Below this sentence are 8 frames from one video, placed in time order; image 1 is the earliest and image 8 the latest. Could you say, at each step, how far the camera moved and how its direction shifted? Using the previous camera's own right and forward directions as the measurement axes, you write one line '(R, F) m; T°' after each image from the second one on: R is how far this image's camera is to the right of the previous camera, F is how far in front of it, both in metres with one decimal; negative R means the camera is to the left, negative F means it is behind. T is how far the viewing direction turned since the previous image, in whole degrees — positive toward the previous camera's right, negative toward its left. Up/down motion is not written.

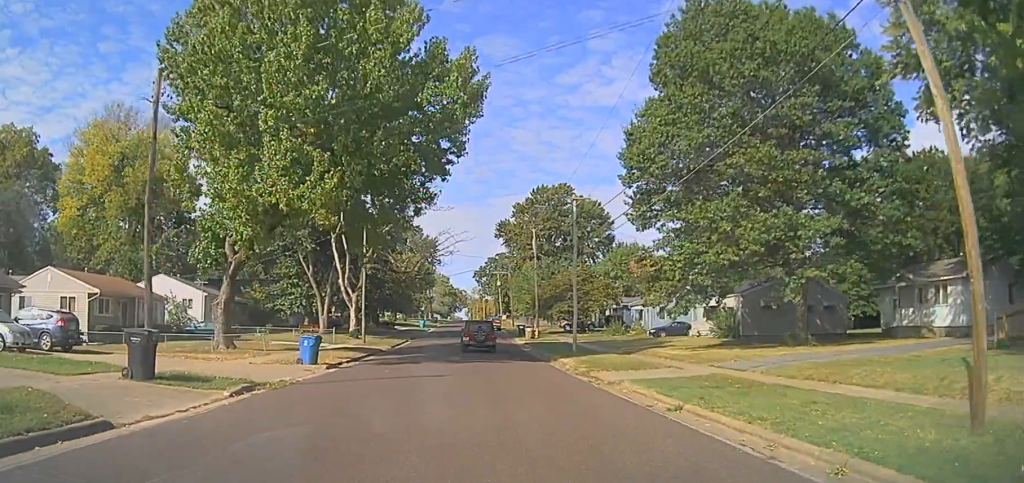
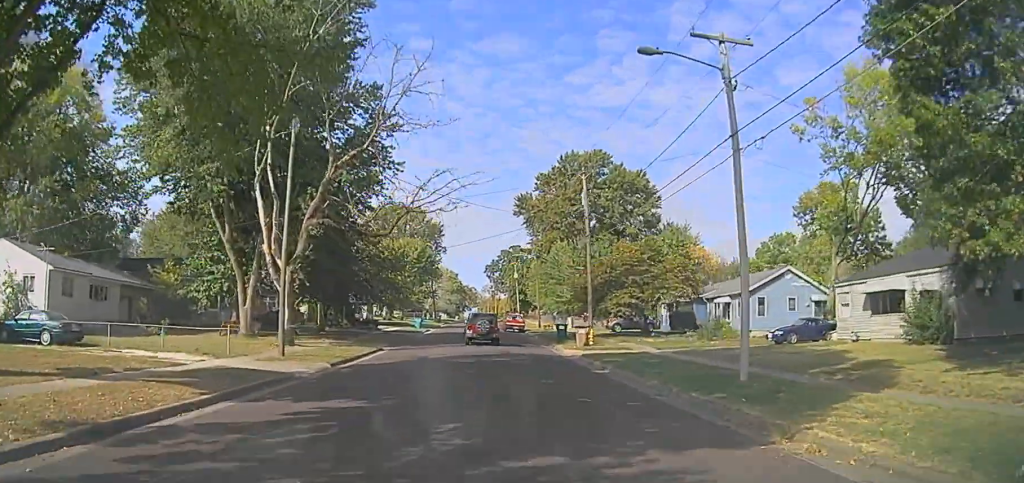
(-0.2, +21.8) m; 0°
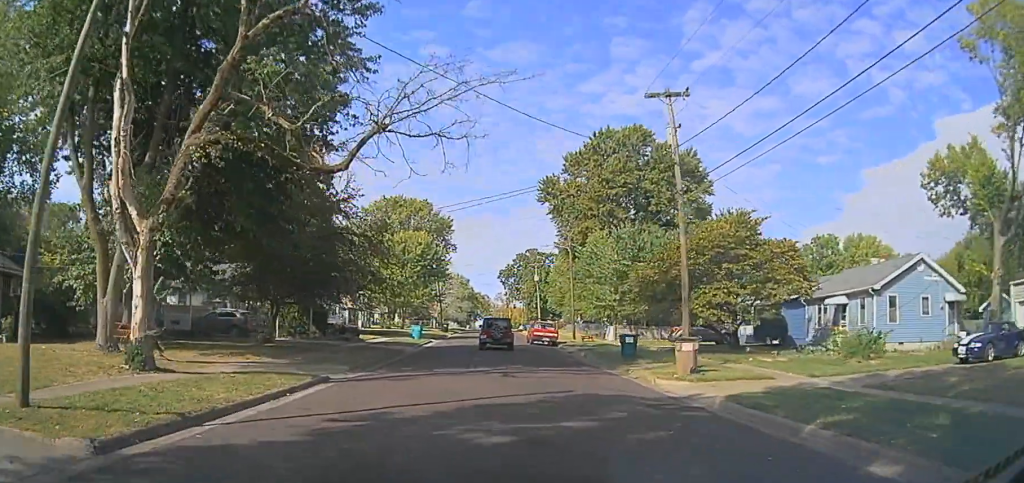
(-0.6, +15.9) m; -3°
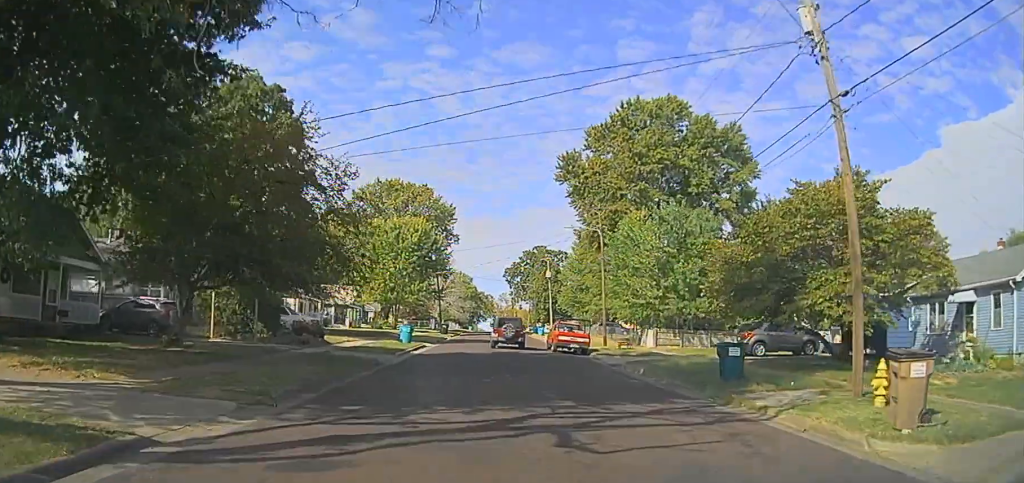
(0.0, +12.0) m; 0°
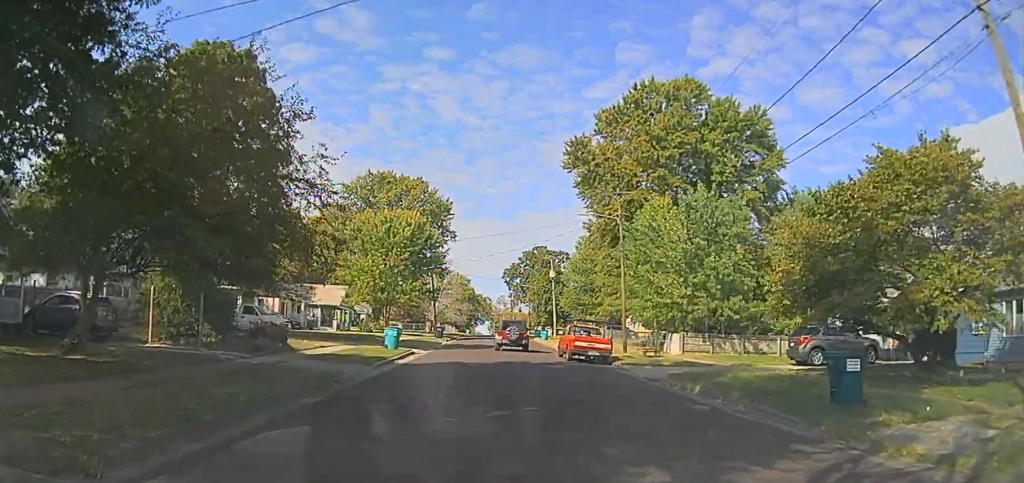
(0.0, +6.6) m; 0°
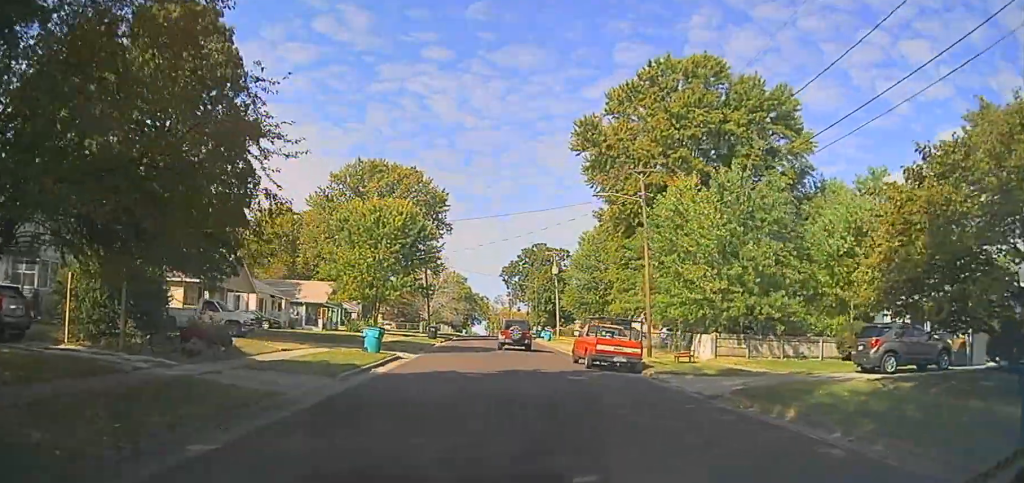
(0.0, +6.0) m; 0°
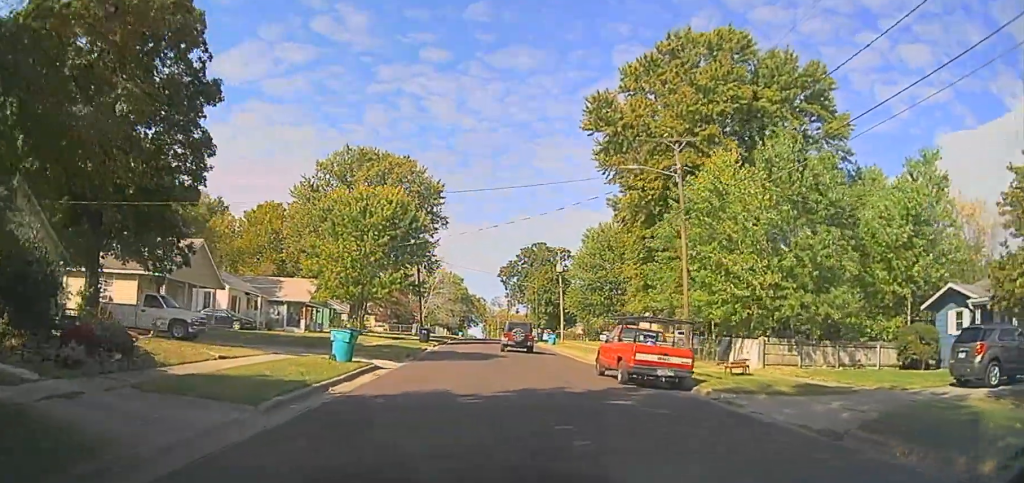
(0.0, +6.0) m; 0°
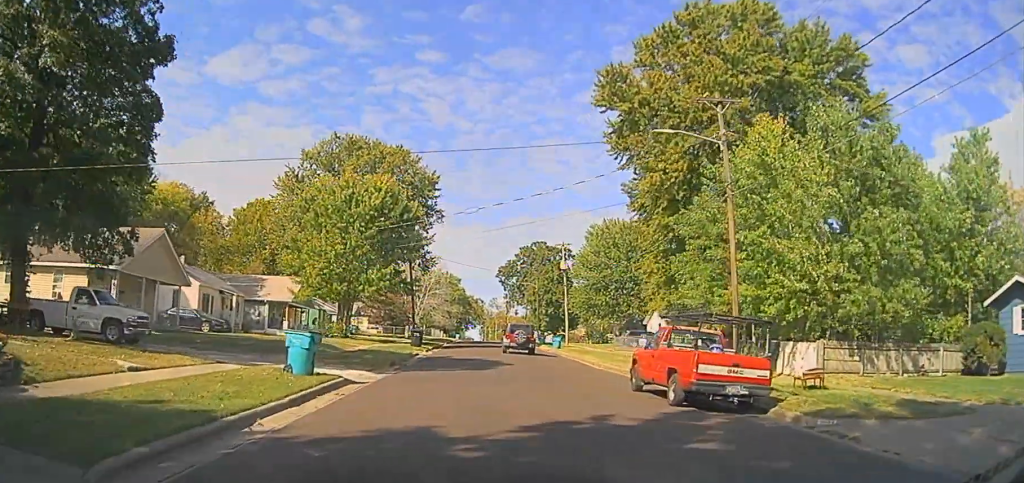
(0.0, +5.7) m; 0°
